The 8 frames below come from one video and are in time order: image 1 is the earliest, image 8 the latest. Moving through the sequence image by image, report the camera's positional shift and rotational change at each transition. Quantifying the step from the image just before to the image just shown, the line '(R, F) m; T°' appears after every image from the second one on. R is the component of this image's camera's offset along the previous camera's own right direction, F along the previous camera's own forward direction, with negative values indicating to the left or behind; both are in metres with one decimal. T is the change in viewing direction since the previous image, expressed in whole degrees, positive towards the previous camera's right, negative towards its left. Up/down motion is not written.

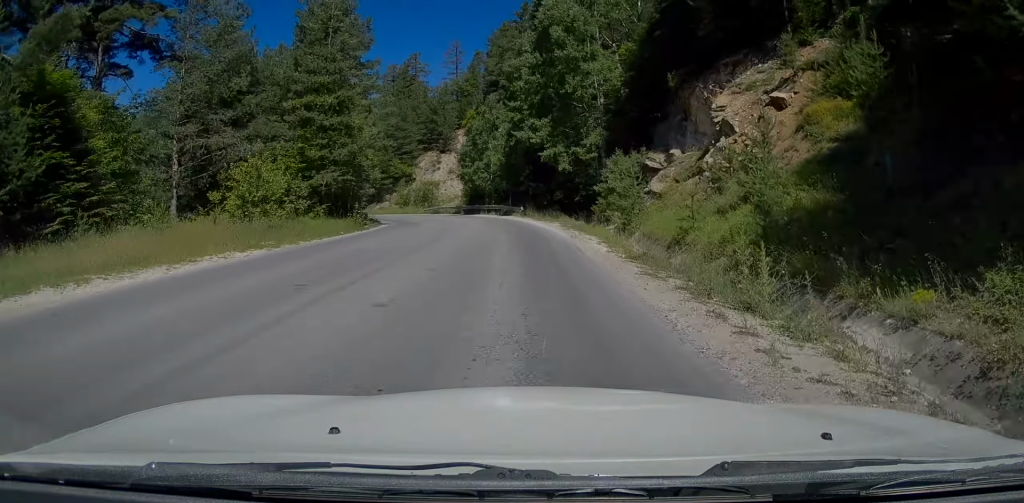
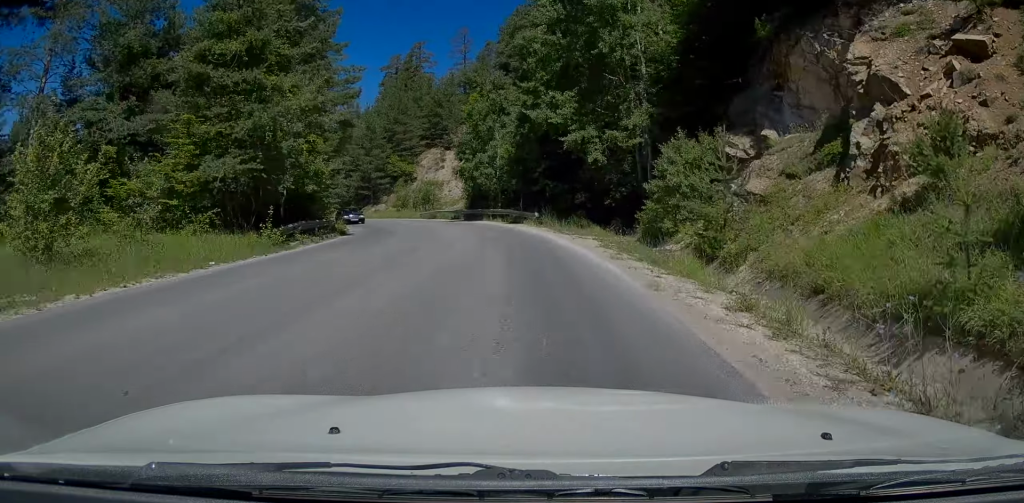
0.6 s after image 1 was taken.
(-0.1, +9.8) m; -2°
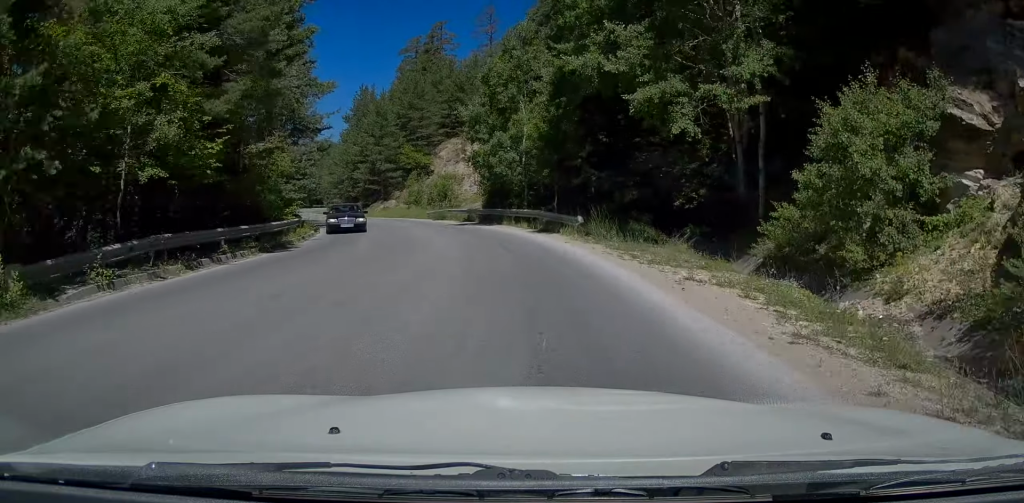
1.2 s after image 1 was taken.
(0.0, +10.4) m; -2°
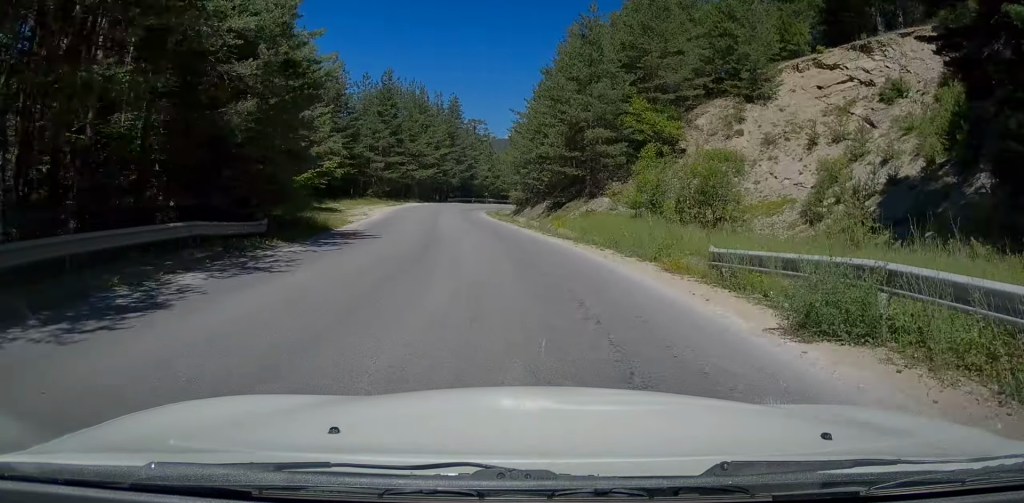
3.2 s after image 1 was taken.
(-1.7, +33.9) m; -10°
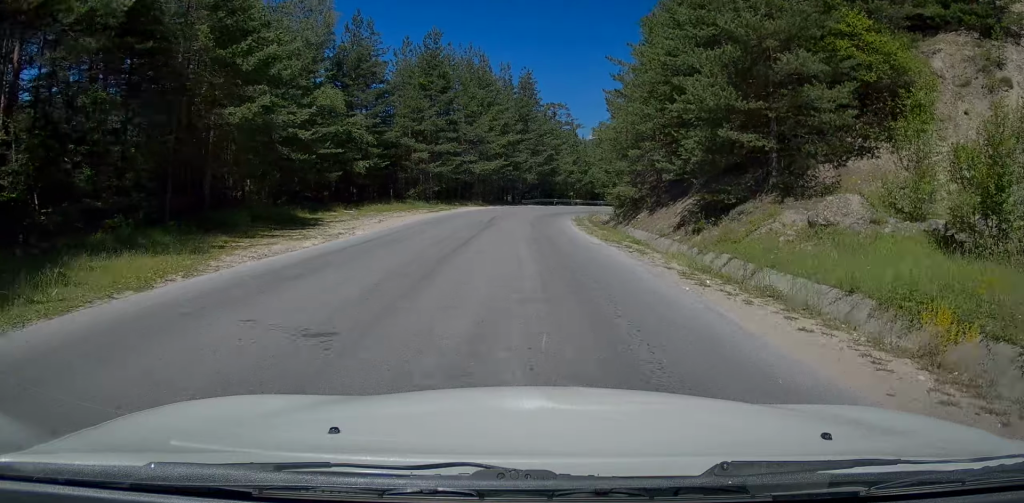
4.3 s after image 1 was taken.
(-2.3, +18.9) m; -11°
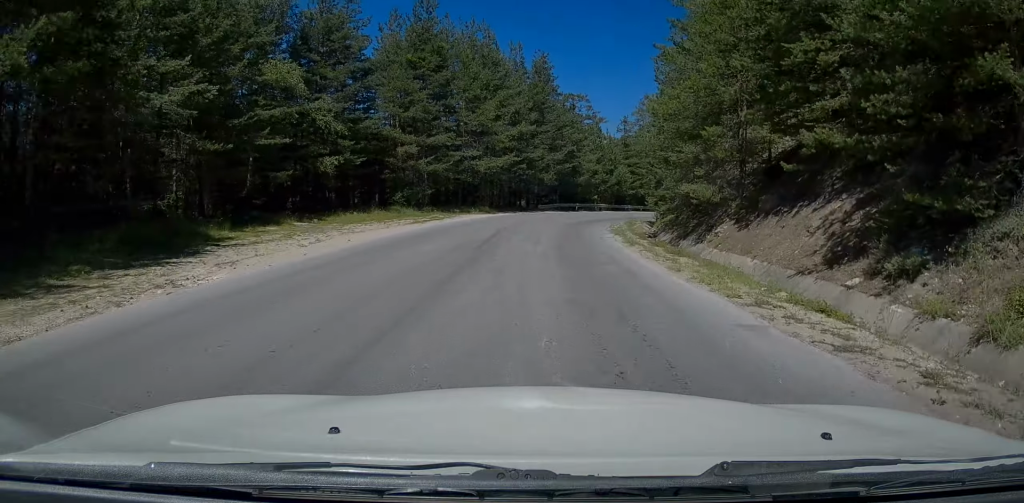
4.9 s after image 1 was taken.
(-0.9, +11.0) m; -2°
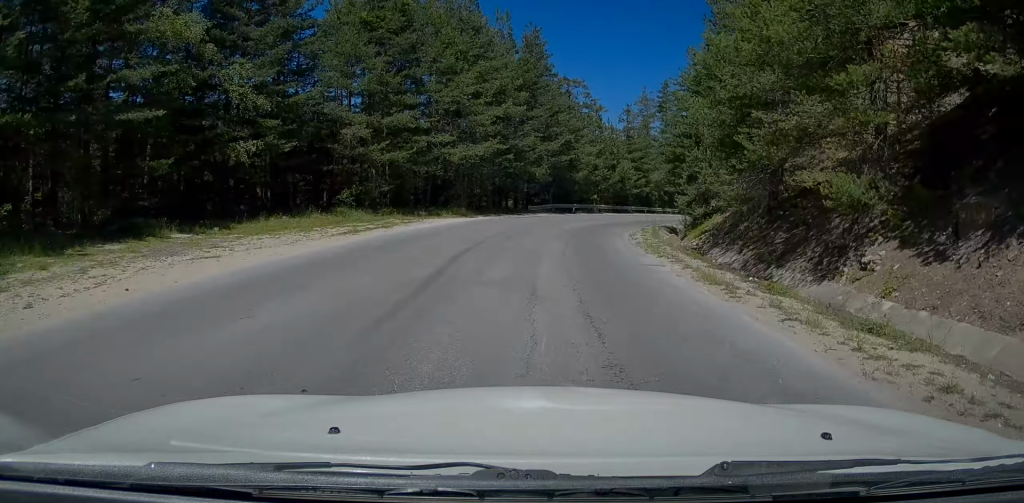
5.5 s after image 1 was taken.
(+0.1, +9.8) m; +1°
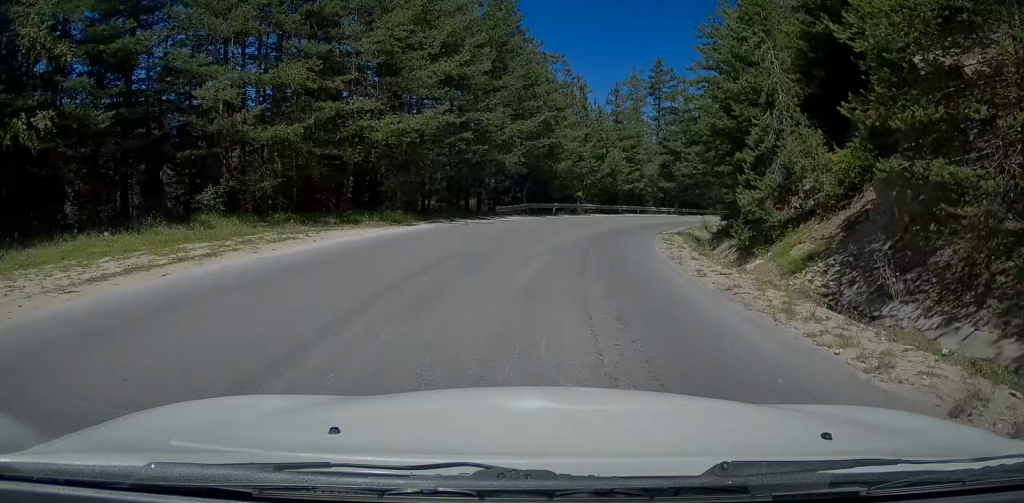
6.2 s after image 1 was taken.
(+0.2, +11.5) m; +2°
